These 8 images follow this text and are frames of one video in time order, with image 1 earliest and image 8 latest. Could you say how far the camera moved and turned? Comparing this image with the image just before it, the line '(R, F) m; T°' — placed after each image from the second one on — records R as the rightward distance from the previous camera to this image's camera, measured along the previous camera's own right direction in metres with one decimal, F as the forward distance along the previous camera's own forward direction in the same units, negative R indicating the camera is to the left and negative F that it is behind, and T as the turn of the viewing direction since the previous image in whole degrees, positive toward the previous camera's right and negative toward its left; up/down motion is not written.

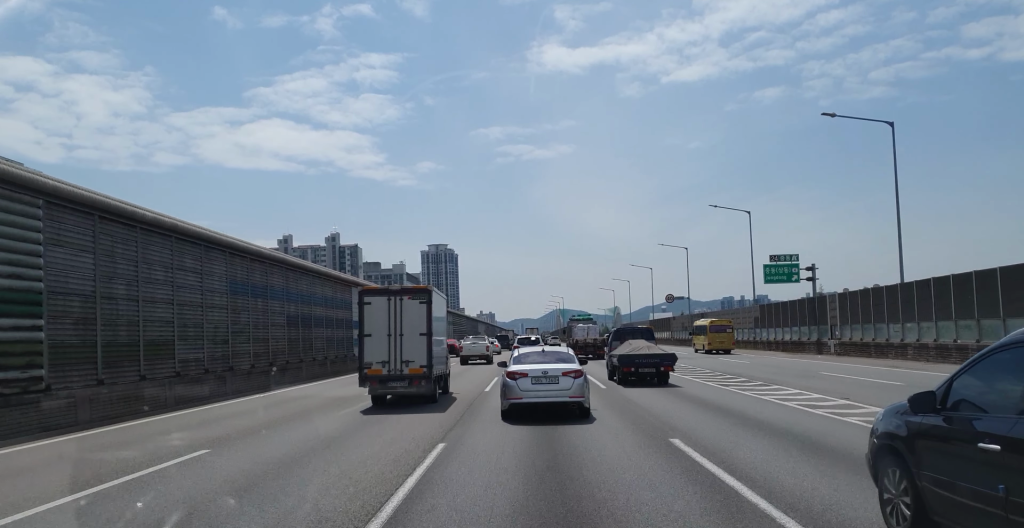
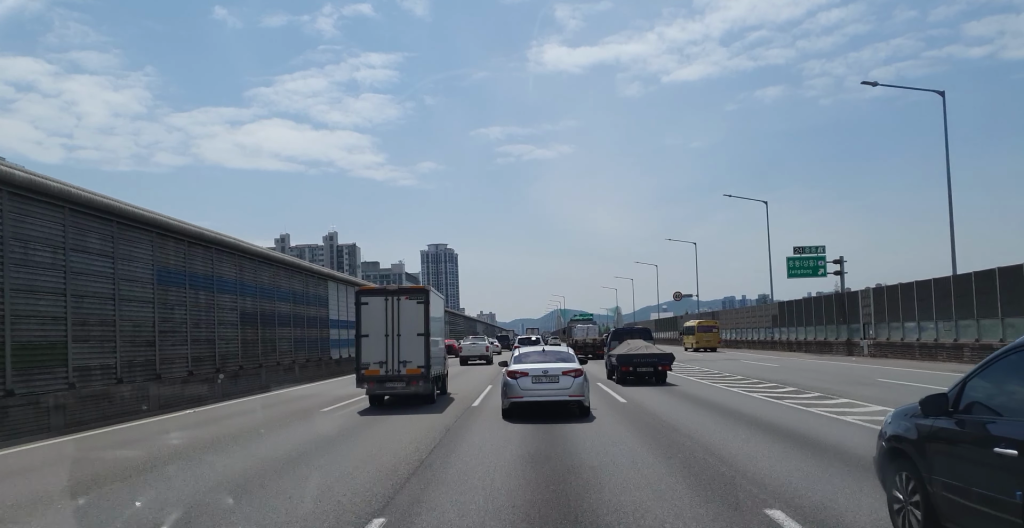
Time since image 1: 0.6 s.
(+0.2, +5.5) m; 0°
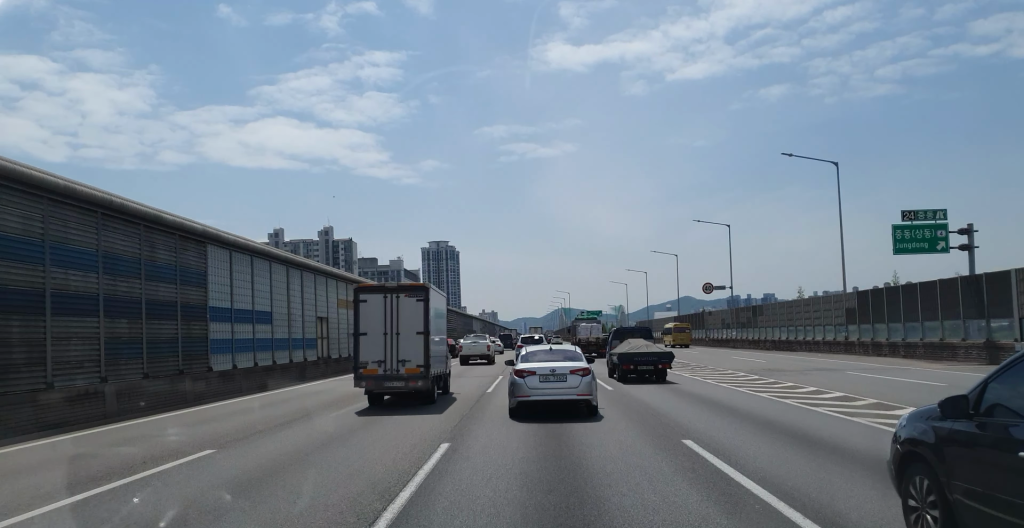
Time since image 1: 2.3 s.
(-0.2, +15.5) m; -1°
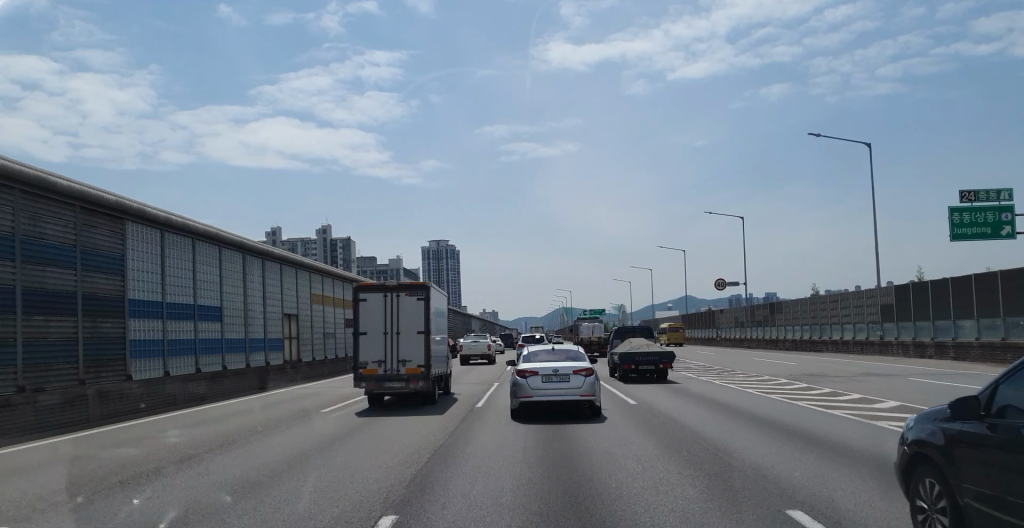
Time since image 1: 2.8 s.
(+0.2, +5.1) m; 0°
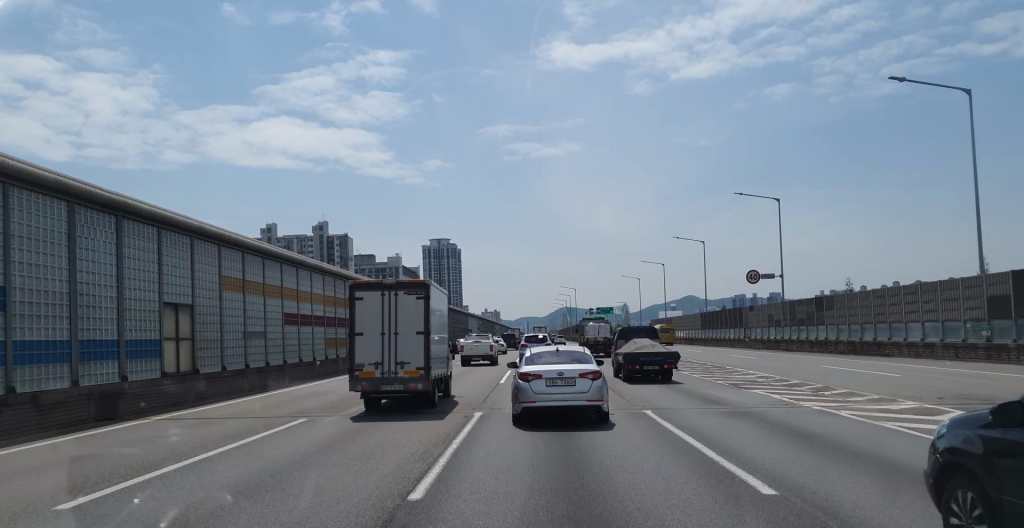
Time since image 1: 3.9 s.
(-0.3, +10.6) m; +1°
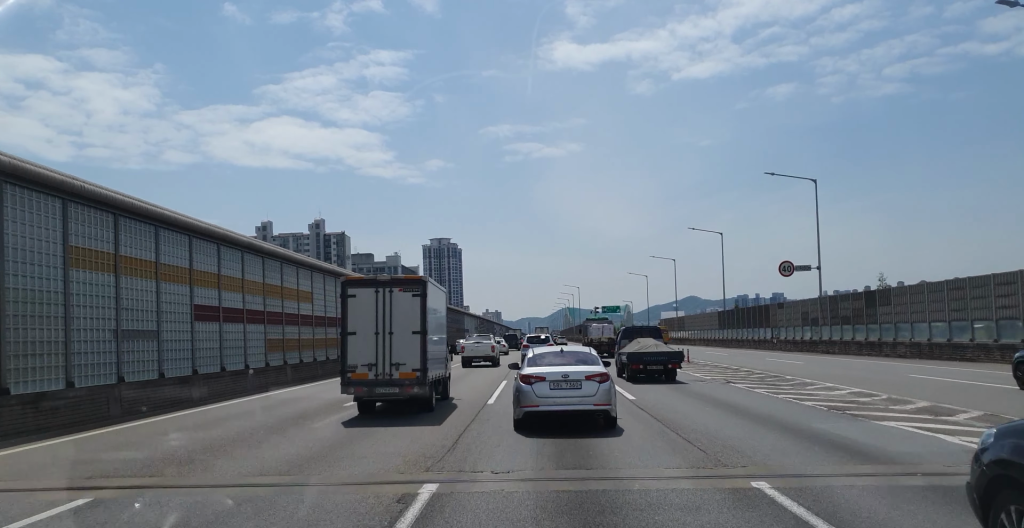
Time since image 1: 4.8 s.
(+0.4, +8.1) m; +3°
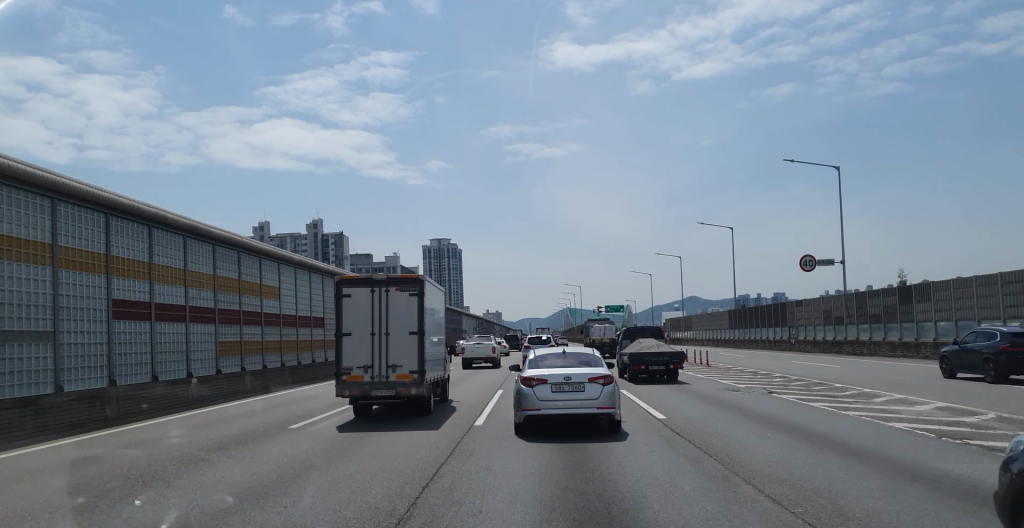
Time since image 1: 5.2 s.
(0.0, +4.2) m; -1°
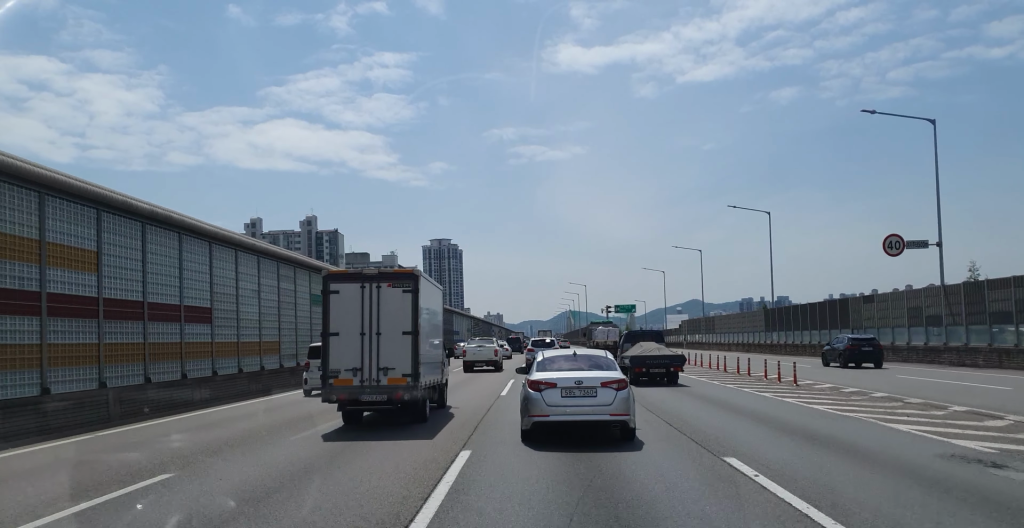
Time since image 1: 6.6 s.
(-0.4, +12.8) m; -1°
